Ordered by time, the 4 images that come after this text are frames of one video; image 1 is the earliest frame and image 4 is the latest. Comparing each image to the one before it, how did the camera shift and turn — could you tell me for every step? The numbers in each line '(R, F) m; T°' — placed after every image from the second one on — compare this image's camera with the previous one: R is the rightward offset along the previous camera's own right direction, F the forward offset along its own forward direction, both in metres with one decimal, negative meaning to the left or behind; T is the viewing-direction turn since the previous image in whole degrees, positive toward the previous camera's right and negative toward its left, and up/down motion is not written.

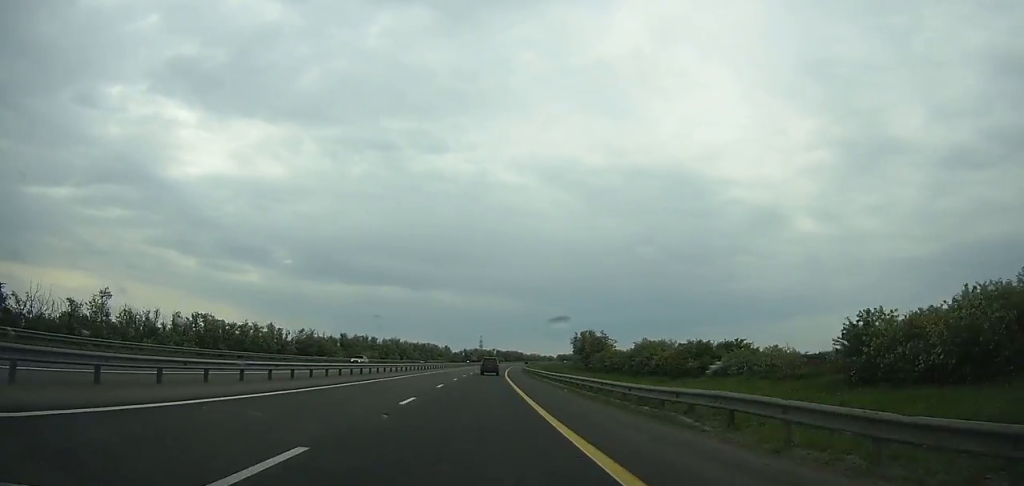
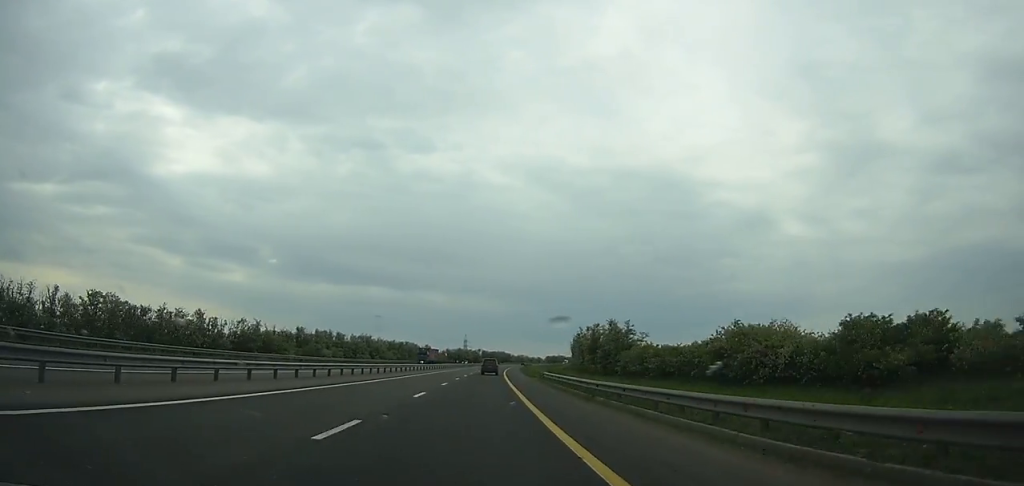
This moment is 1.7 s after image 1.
(+0.3, +43.5) m; +1°
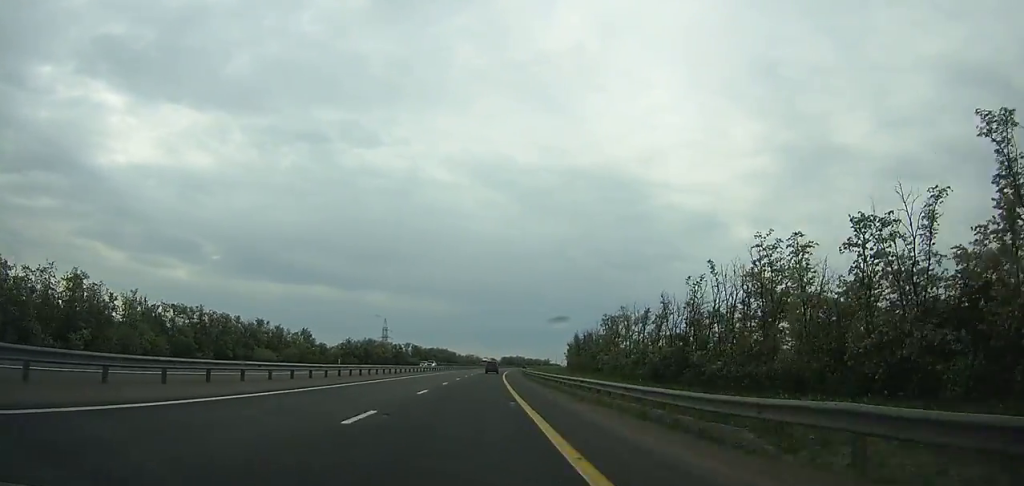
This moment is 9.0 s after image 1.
(+9.2, +187.3) m; +6°
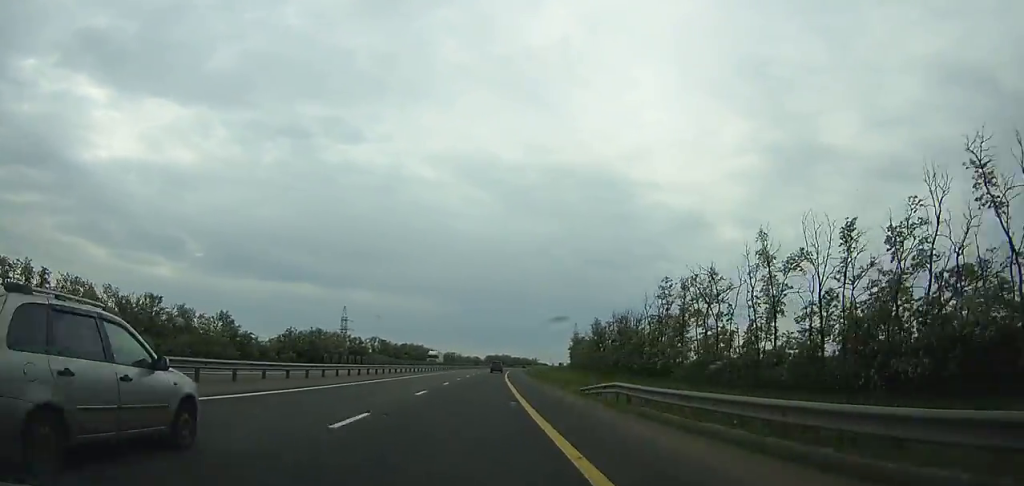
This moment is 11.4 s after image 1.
(+1.0, +61.4) m; +2°
